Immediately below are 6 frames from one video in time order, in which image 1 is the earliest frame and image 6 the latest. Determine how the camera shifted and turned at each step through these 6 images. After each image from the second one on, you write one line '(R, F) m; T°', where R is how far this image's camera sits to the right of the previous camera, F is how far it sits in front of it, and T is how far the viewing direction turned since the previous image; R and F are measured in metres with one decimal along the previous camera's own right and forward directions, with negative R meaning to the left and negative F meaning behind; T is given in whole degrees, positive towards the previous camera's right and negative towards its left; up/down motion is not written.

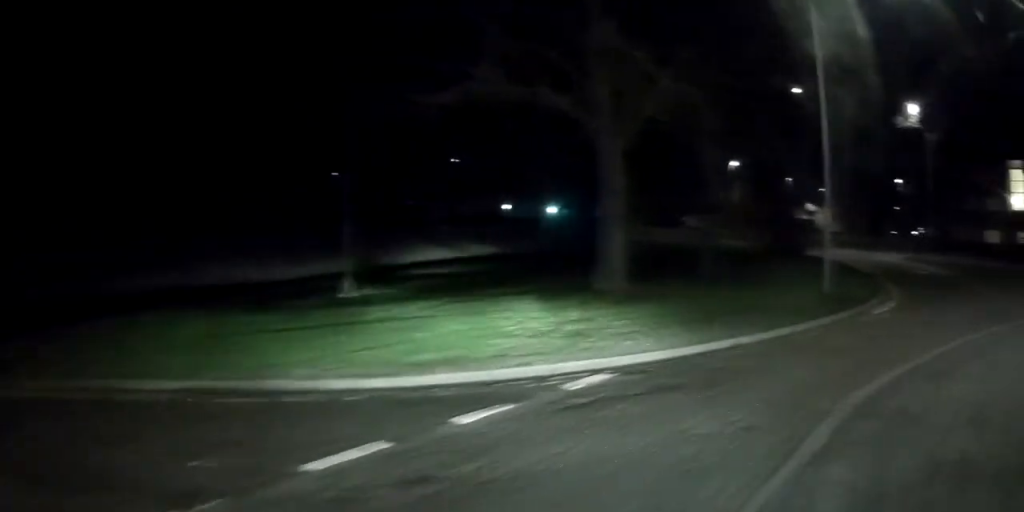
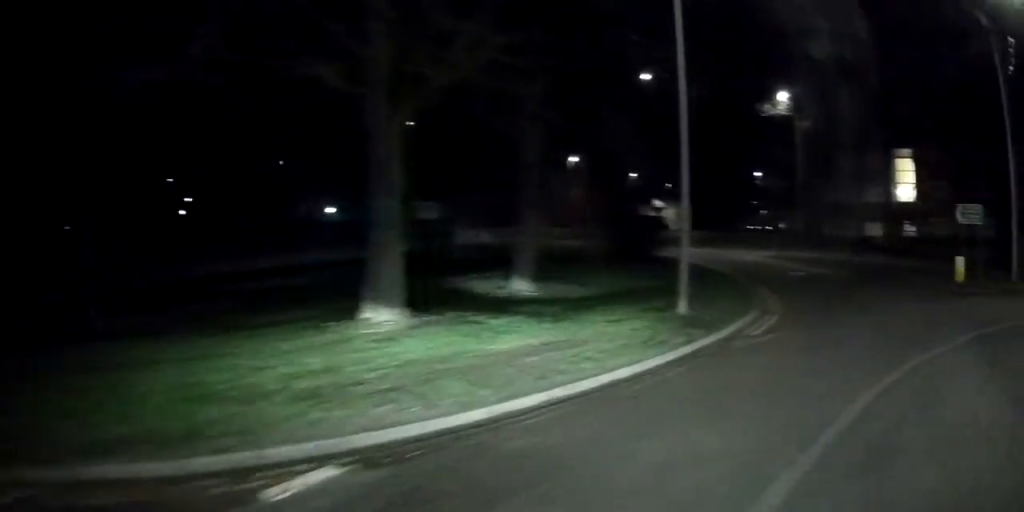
(+0.4, +4.1) m; +9°
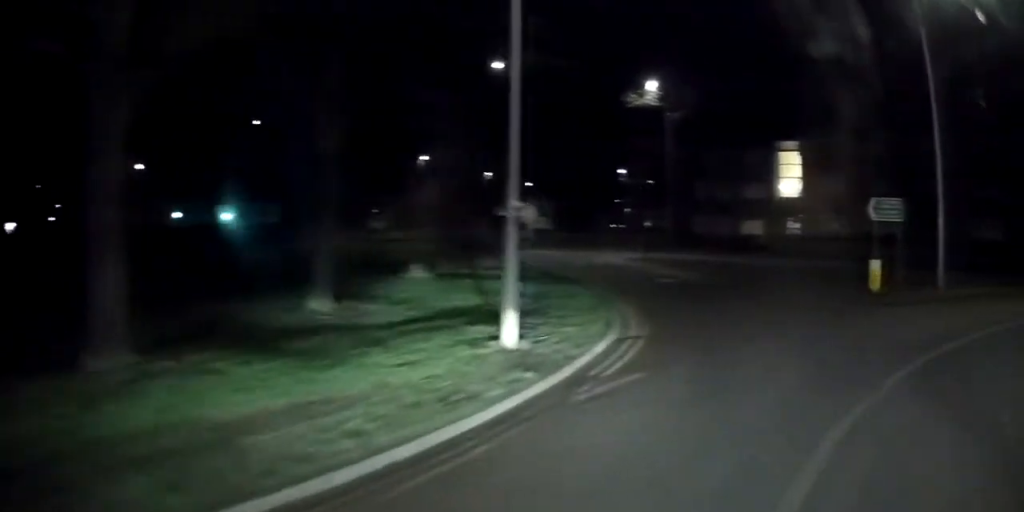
(+0.2, +3.7) m; +7°
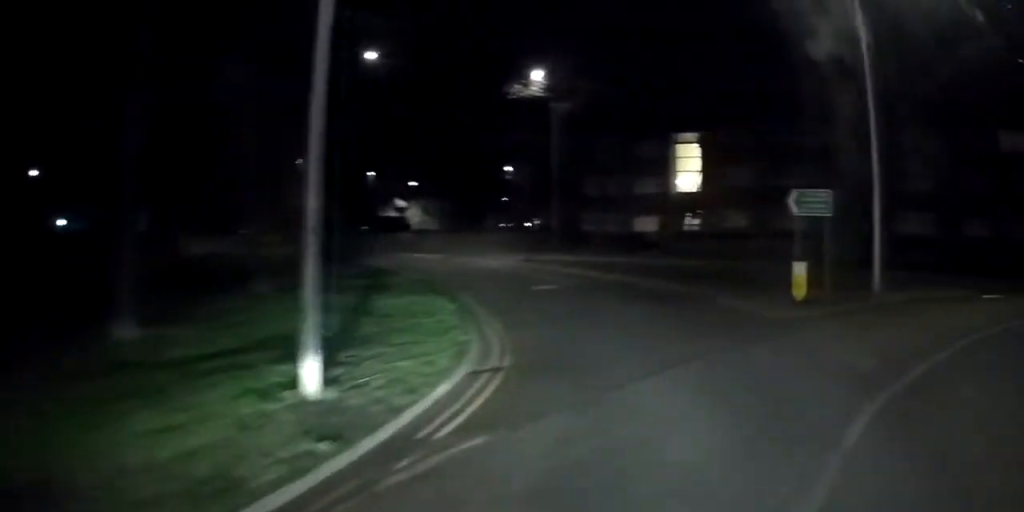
(+0.3, +2.5) m; +2°
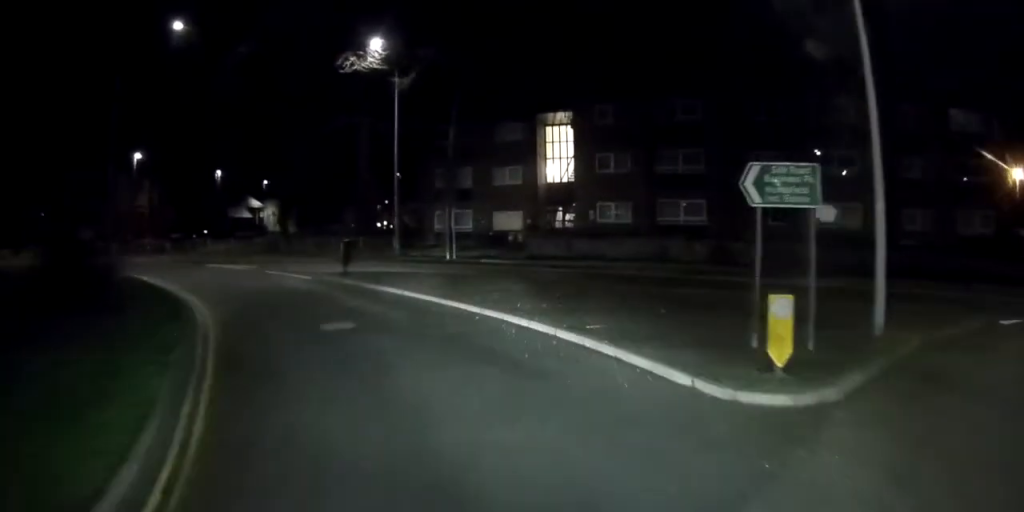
(+0.2, +6.4) m; -5°
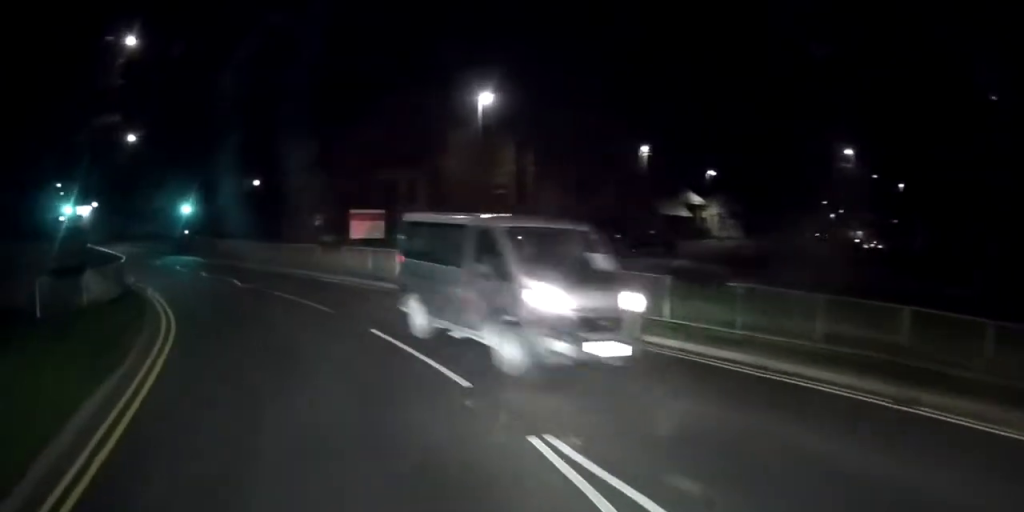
(-9.8, +22.4) m; -42°
